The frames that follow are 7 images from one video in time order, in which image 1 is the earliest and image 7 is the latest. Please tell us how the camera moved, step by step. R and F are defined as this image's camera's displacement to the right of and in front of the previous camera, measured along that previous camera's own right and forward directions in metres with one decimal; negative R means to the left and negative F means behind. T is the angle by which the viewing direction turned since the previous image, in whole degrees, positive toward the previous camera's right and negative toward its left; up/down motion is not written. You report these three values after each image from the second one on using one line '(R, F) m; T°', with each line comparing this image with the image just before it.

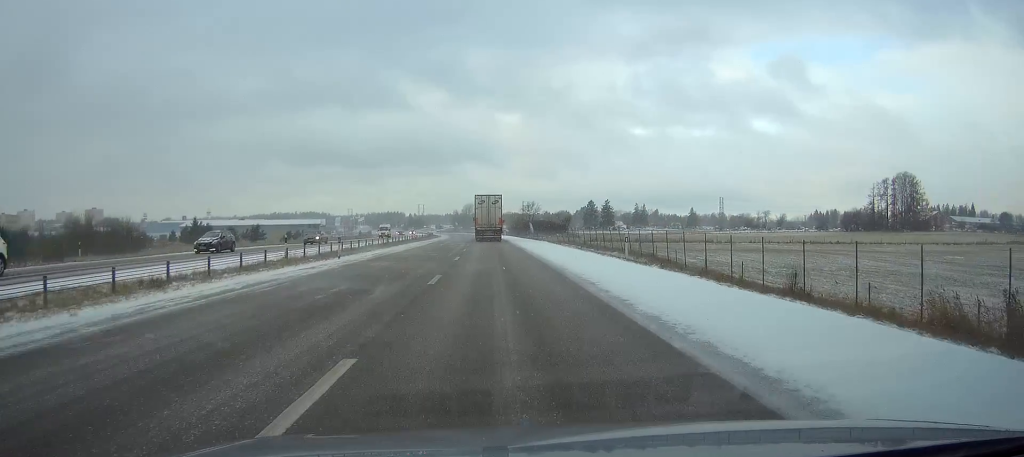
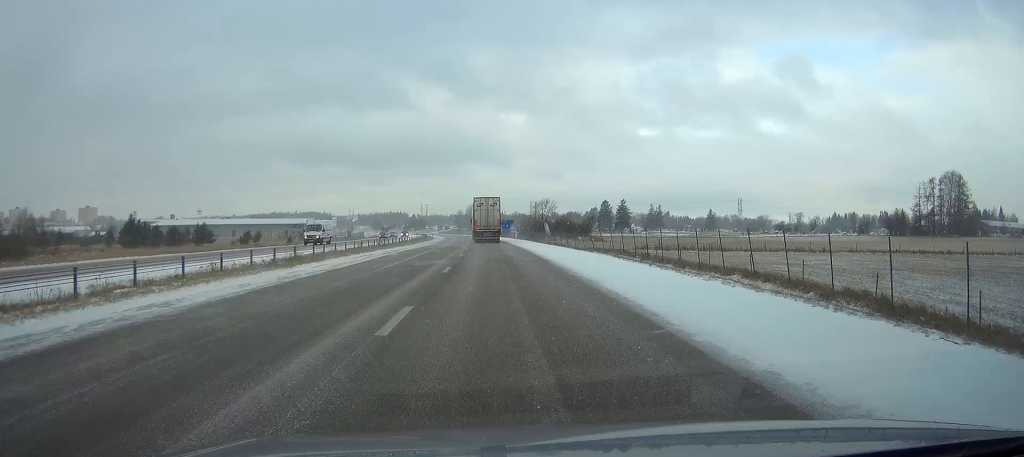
(0.0, +31.5) m; 0°
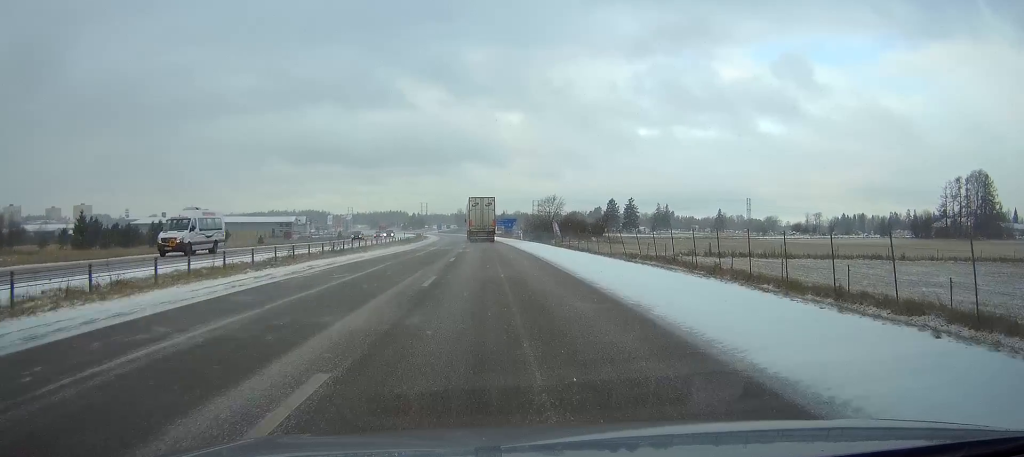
(0.0, +17.1) m; 0°
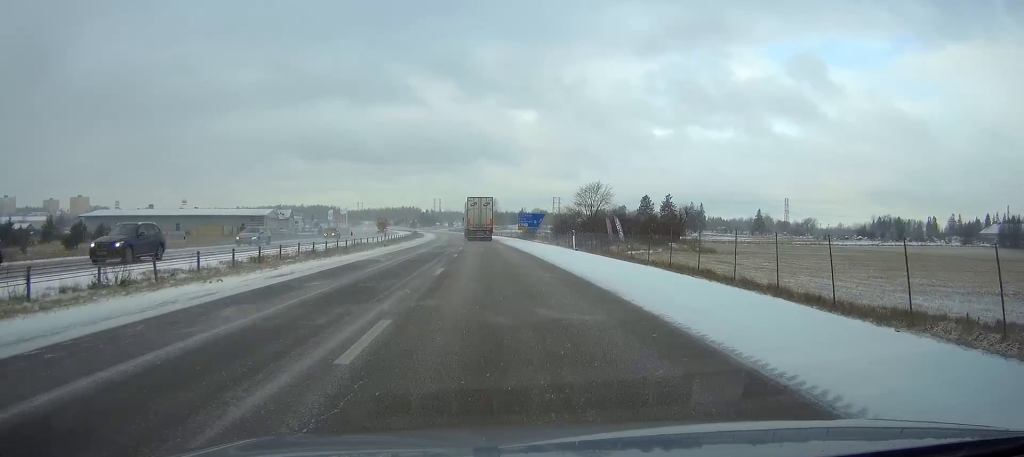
(-0.2, +44.2) m; -1°
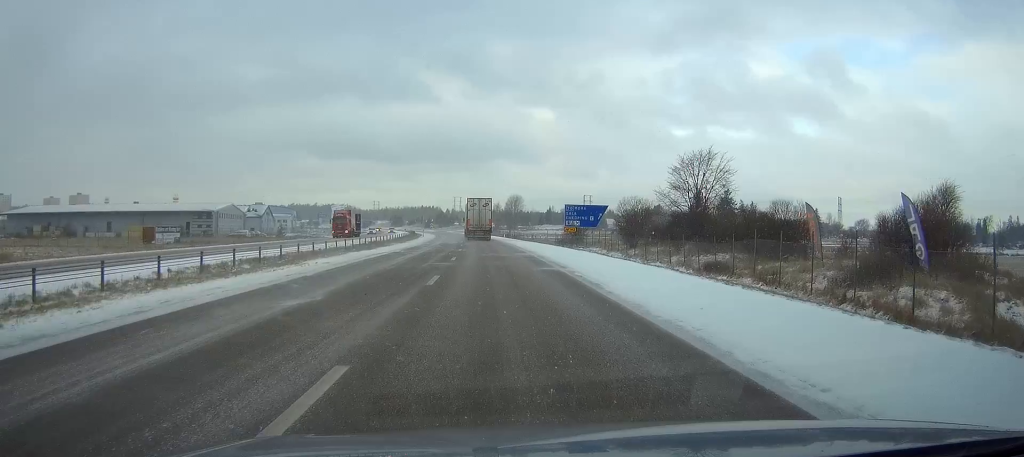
(-1.0, +50.8) m; -2°
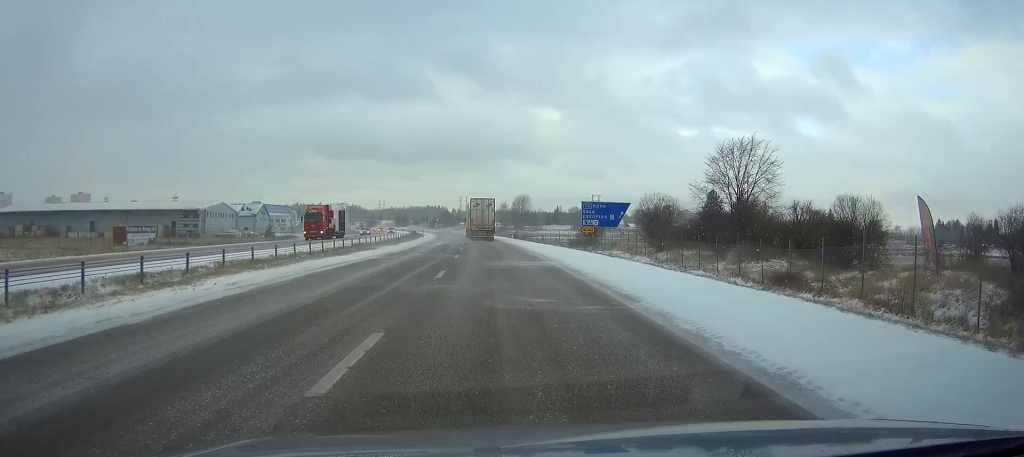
(-0.1, +10.0) m; 0°
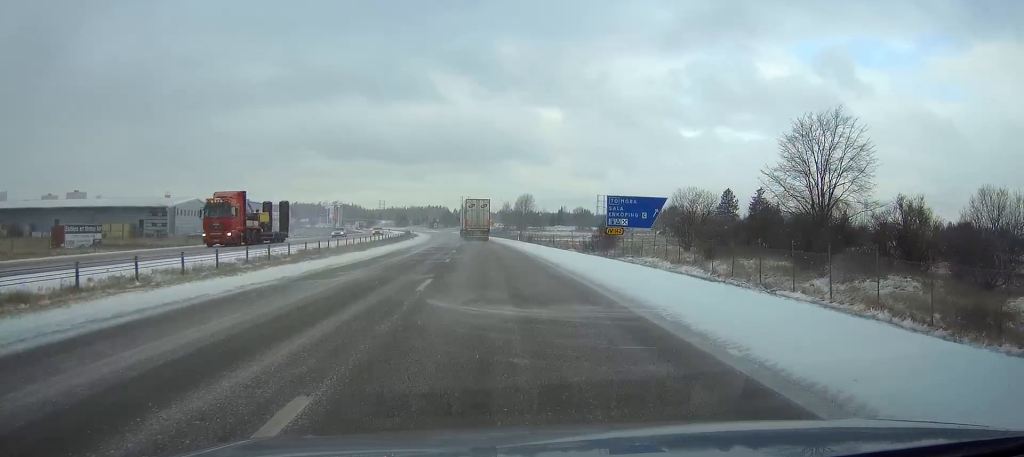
(-0.1, +15.0) m; 0°
